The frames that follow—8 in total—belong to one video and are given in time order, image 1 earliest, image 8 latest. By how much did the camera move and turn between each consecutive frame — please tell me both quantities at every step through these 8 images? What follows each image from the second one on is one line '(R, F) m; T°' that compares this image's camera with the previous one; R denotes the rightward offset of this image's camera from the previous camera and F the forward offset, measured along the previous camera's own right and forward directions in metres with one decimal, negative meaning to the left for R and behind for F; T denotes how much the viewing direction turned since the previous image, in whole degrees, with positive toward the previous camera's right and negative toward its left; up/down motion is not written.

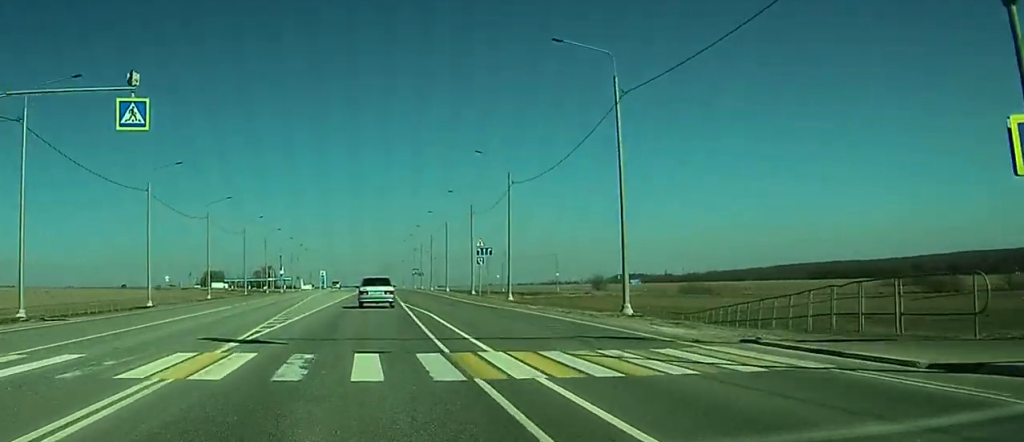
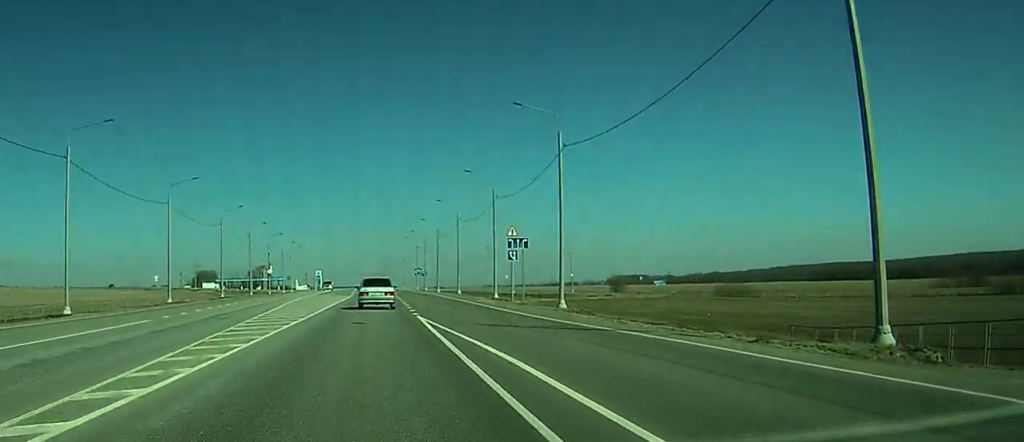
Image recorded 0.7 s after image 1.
(0.0, +19.6) m; 0°
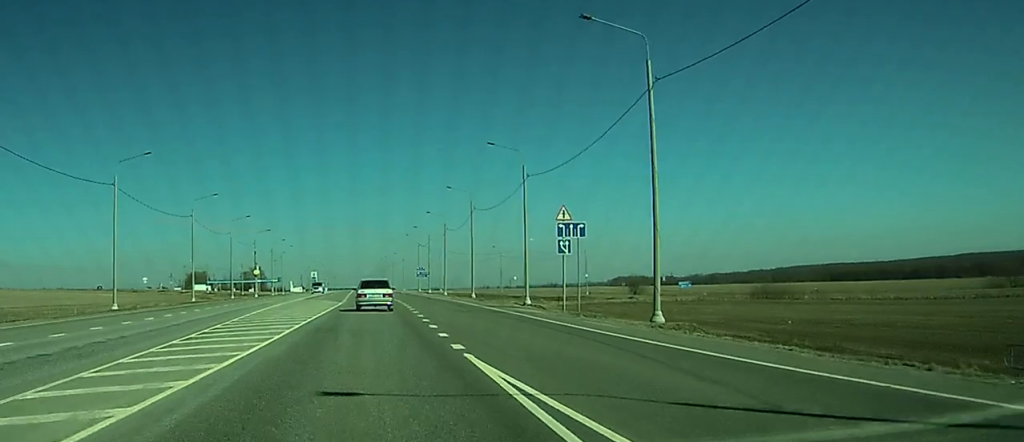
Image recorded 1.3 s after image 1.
(0.0, +17.5) m; 0°
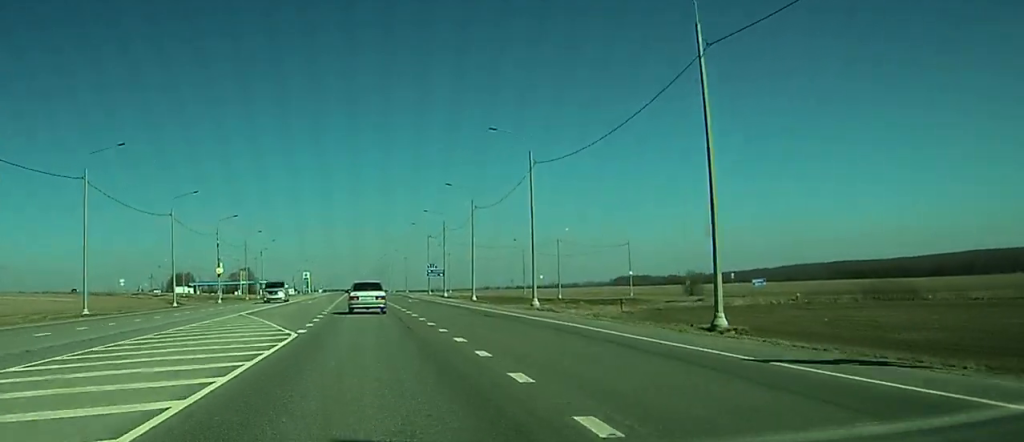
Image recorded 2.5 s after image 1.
(+0.1, +36.2) m; 0°
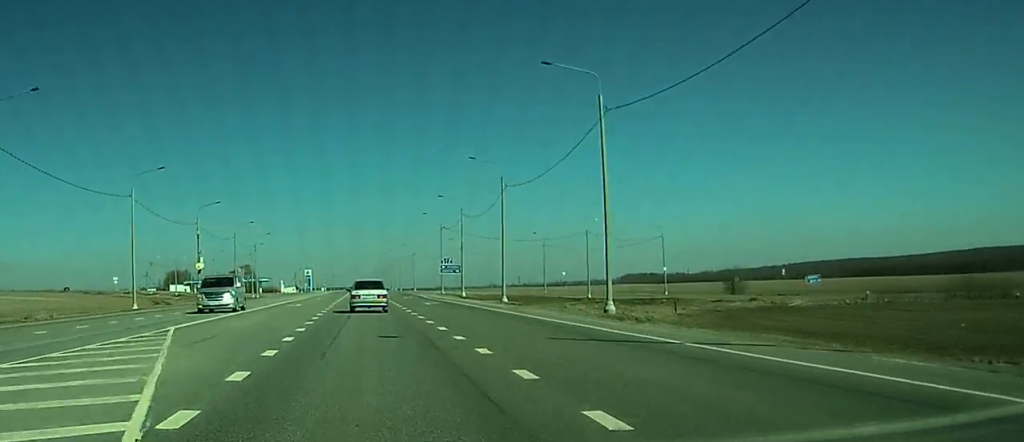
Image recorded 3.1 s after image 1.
(-0.1, +16.9) m; 0°
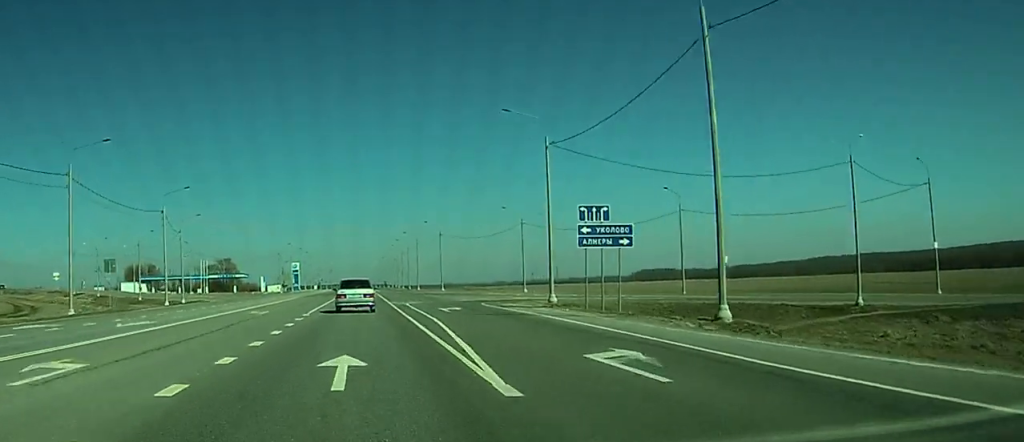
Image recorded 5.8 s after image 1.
(-0.1, +72.9) m; 0°
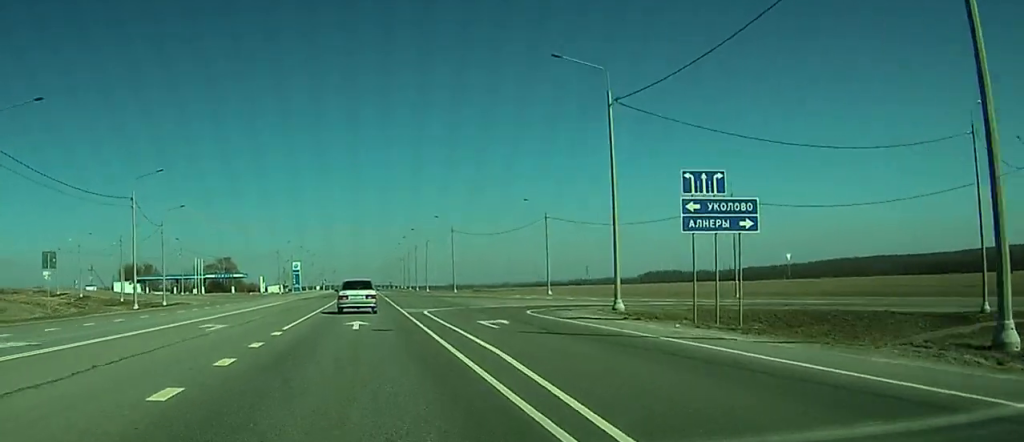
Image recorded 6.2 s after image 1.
(0.0, +12.8) m; 0°
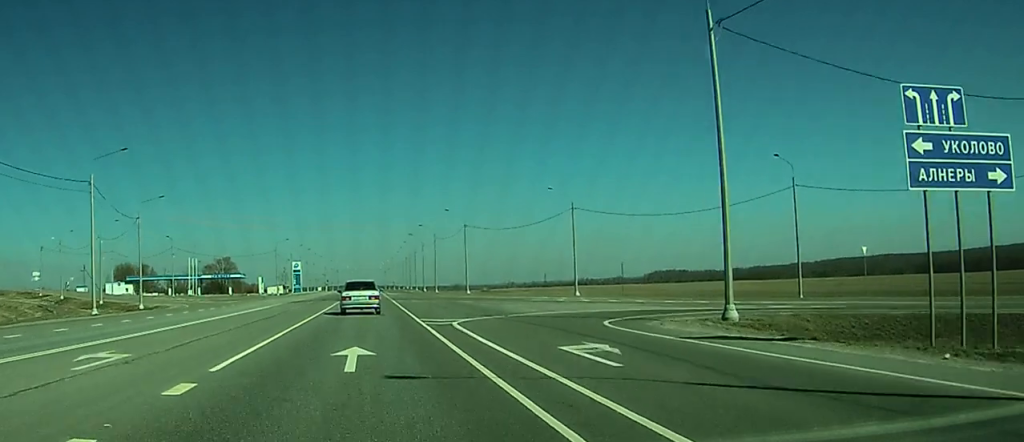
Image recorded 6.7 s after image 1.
(0.0, +11.8) m; 0°
